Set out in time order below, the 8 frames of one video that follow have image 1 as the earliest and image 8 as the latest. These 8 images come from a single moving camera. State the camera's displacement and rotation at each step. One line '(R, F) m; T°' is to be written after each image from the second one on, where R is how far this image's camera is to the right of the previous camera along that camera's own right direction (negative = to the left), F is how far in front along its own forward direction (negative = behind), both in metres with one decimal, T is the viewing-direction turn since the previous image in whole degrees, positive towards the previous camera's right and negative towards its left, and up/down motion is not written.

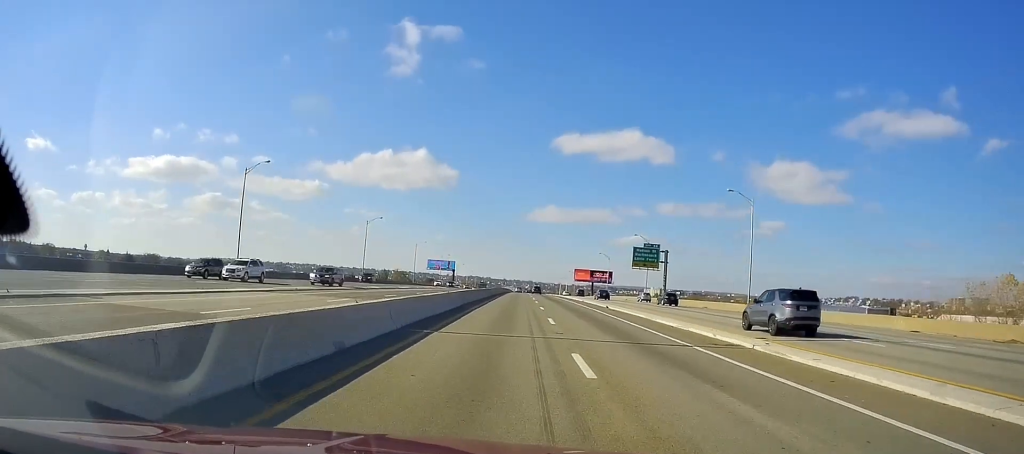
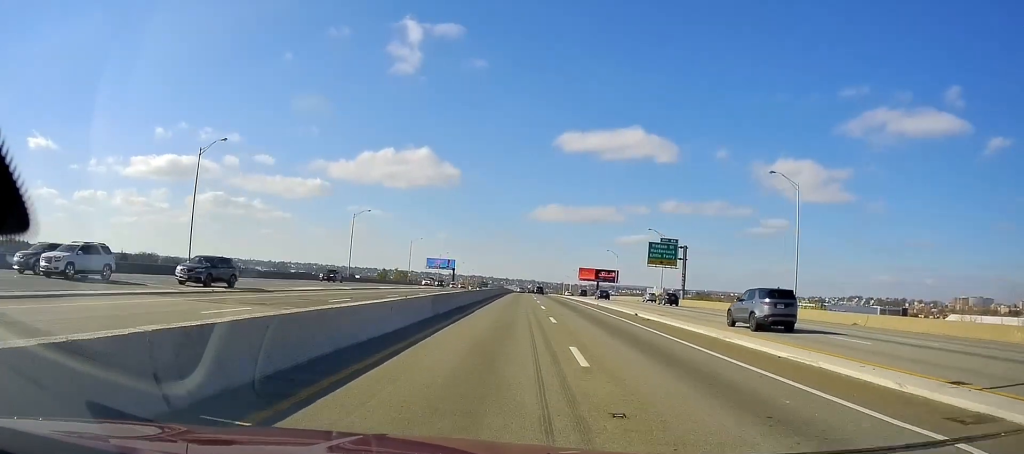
(-0.1, +11.3) m; 0°
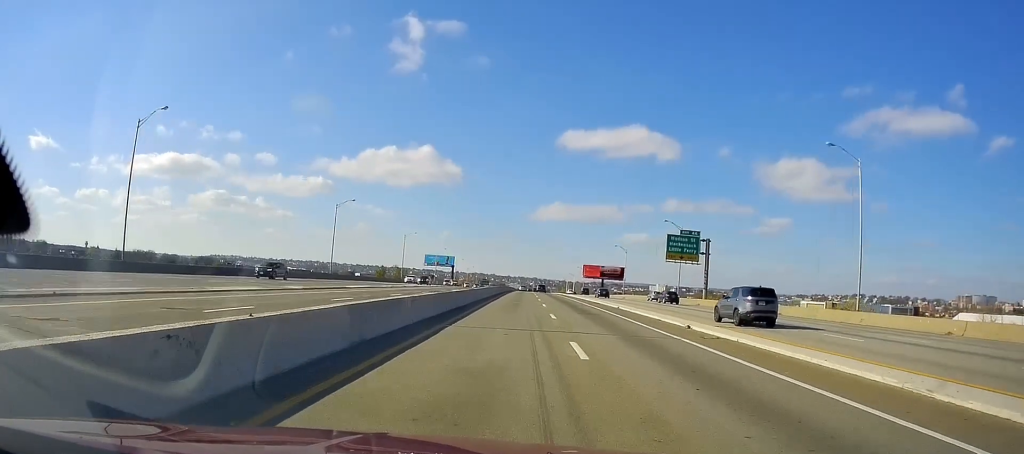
(-0.2, +11.3) m; 0°
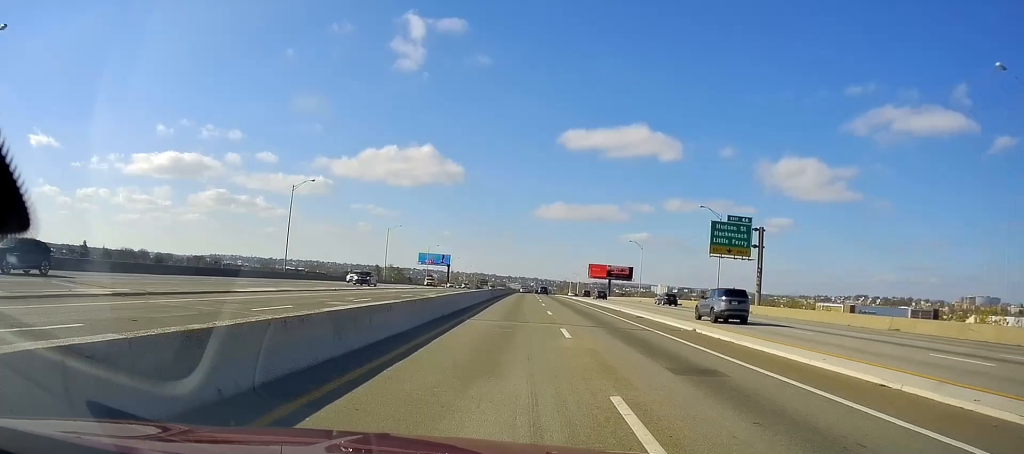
(-0.1, +19.7) m; 0°
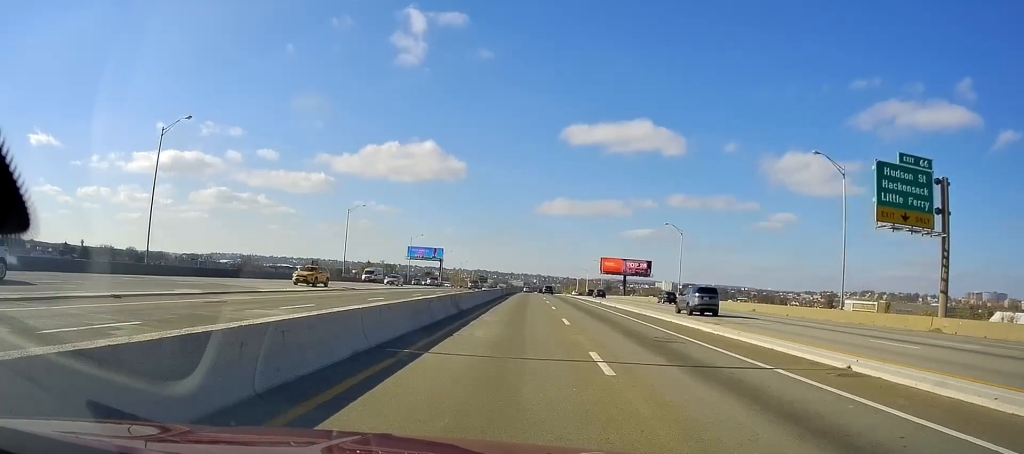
(+0.3, +32.0) m; +1°
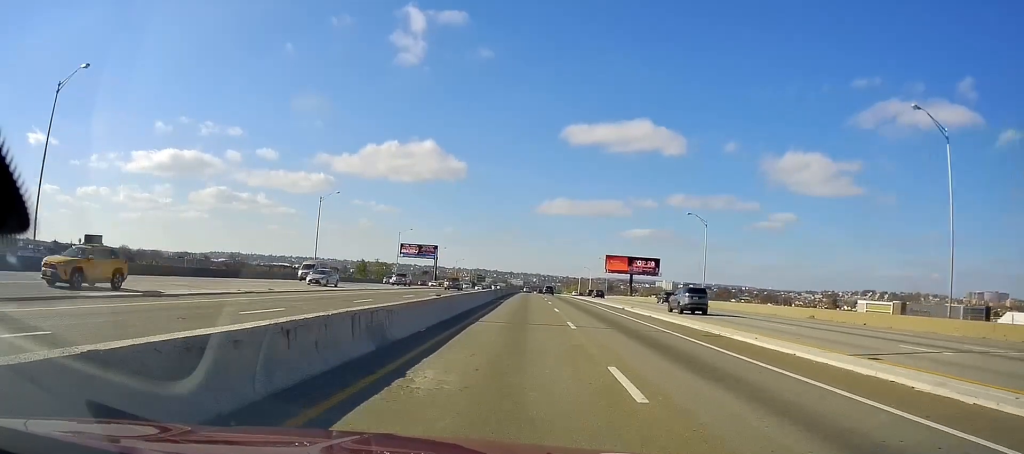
(+0.3, +14.1) m; 0°
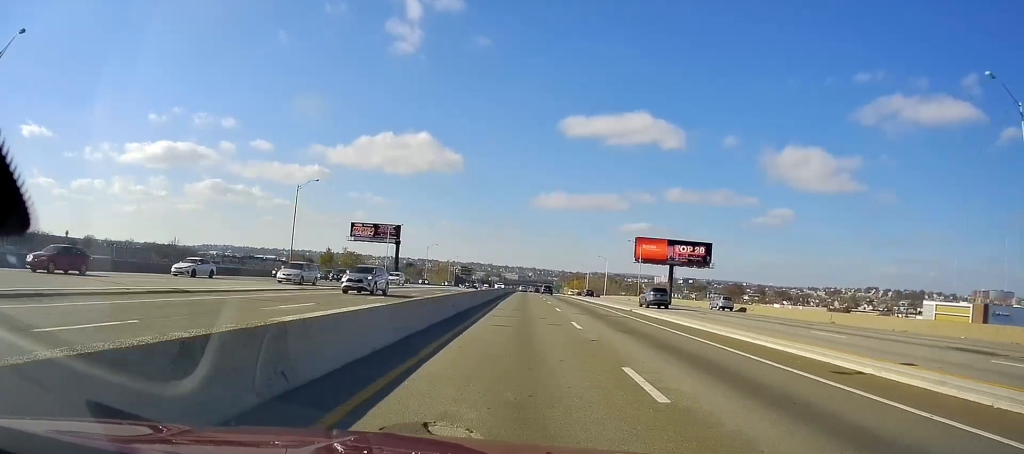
(-1.2, +61.4) m; -1°
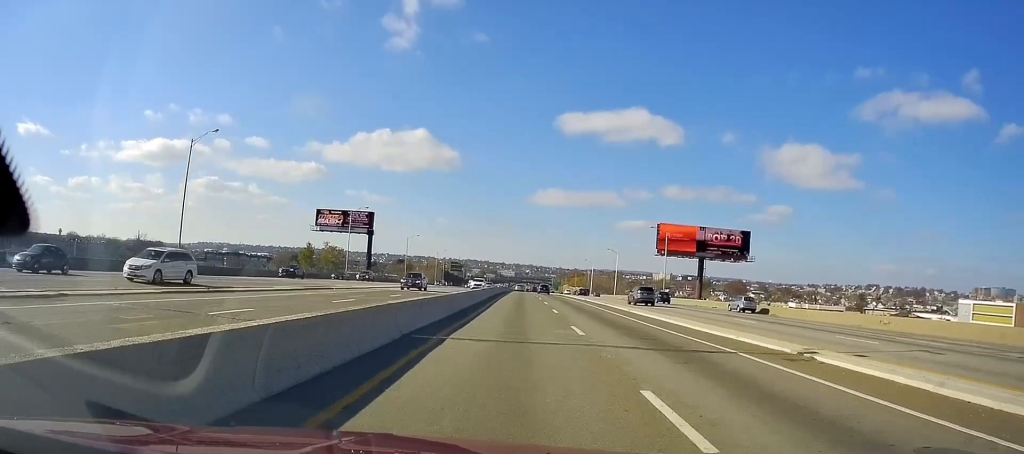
(0.0, +27.0) m; +1°
